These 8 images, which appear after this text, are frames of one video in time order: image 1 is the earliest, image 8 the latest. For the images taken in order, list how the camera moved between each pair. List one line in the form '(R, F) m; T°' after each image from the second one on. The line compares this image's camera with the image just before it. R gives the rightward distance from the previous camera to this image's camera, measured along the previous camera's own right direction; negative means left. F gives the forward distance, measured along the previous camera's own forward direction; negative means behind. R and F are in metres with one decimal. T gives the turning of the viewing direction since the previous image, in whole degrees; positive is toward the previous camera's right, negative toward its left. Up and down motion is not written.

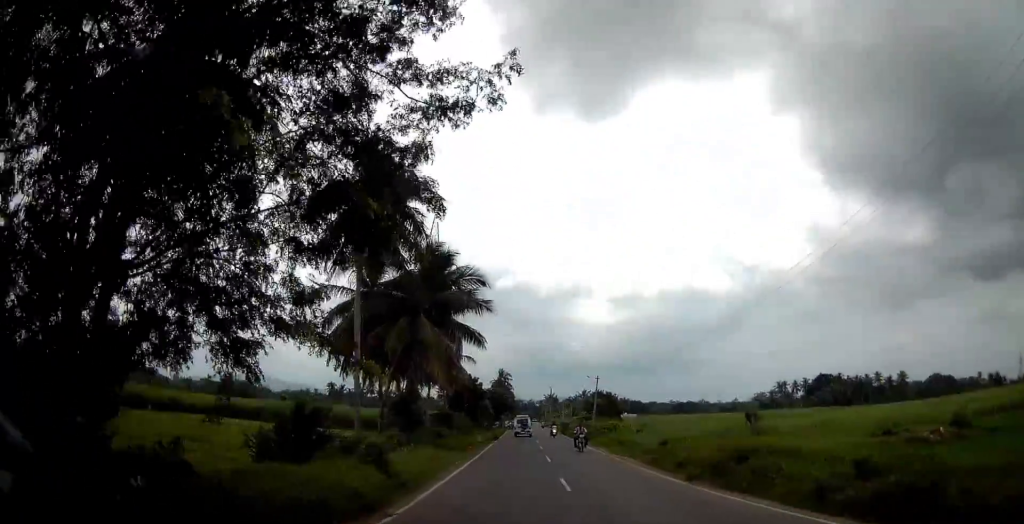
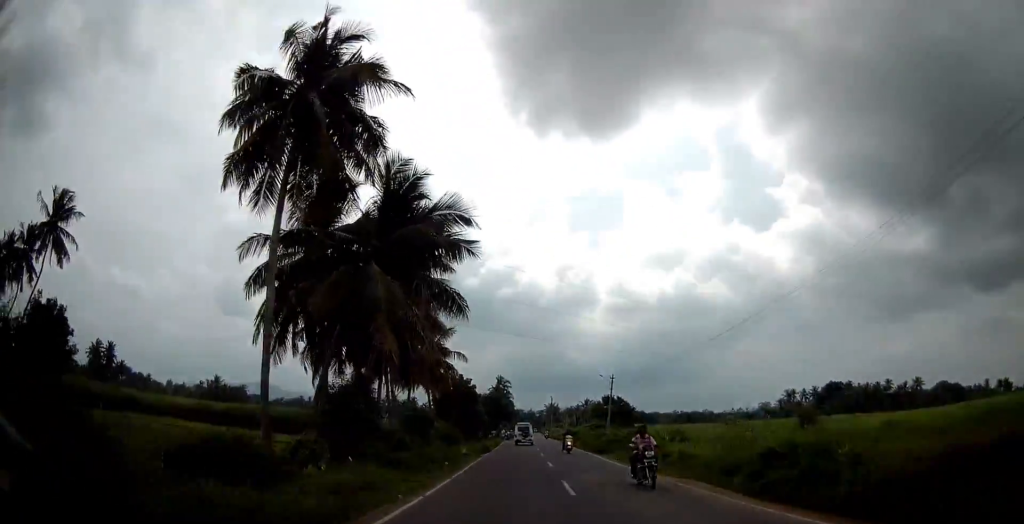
(0.0, +10.1) m; 0°
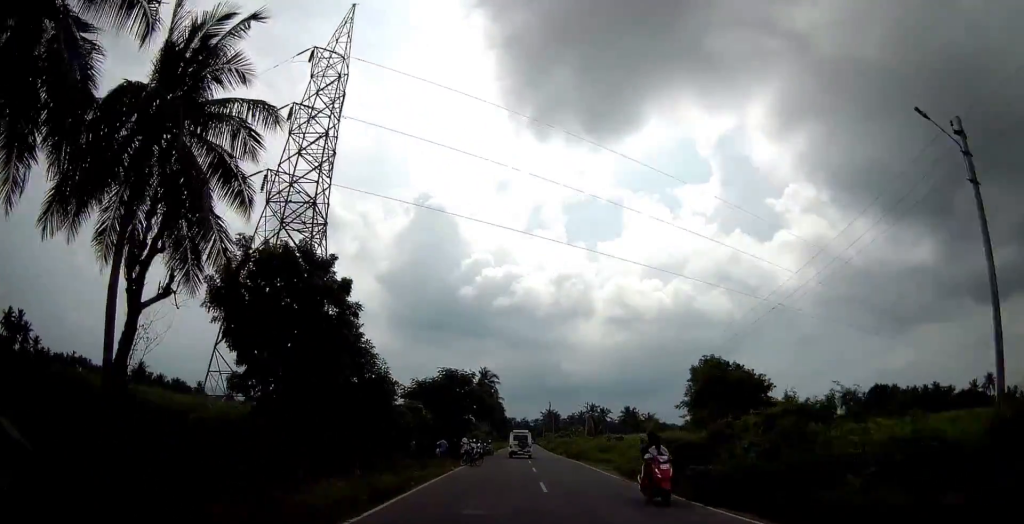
(0.0, +44.5) m; 0°
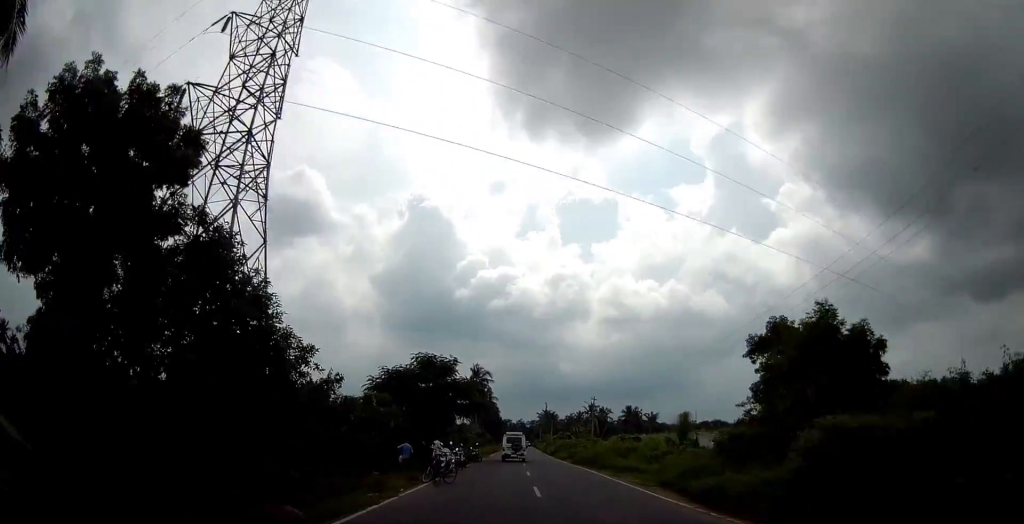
(0.0, +10.0) m; 0°
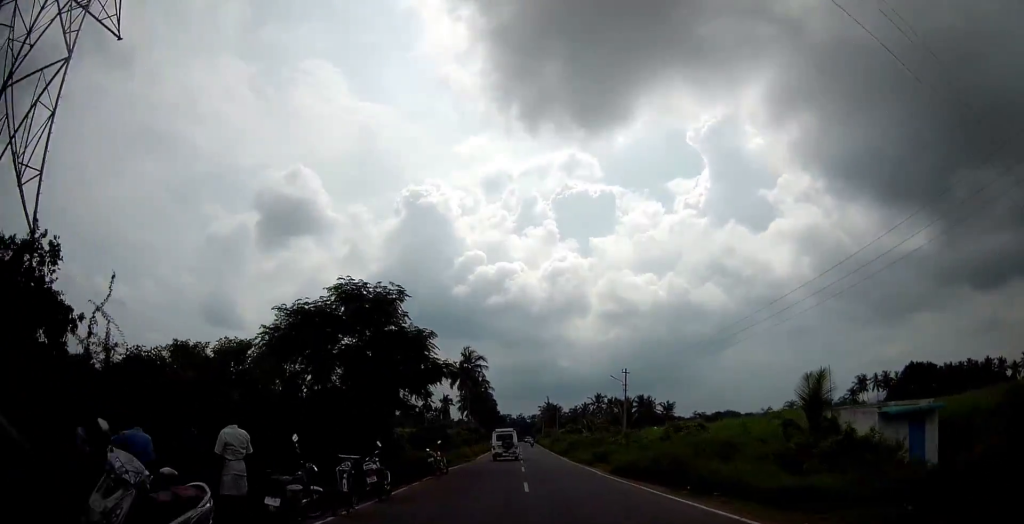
(0.0, +18.1) m; -1°
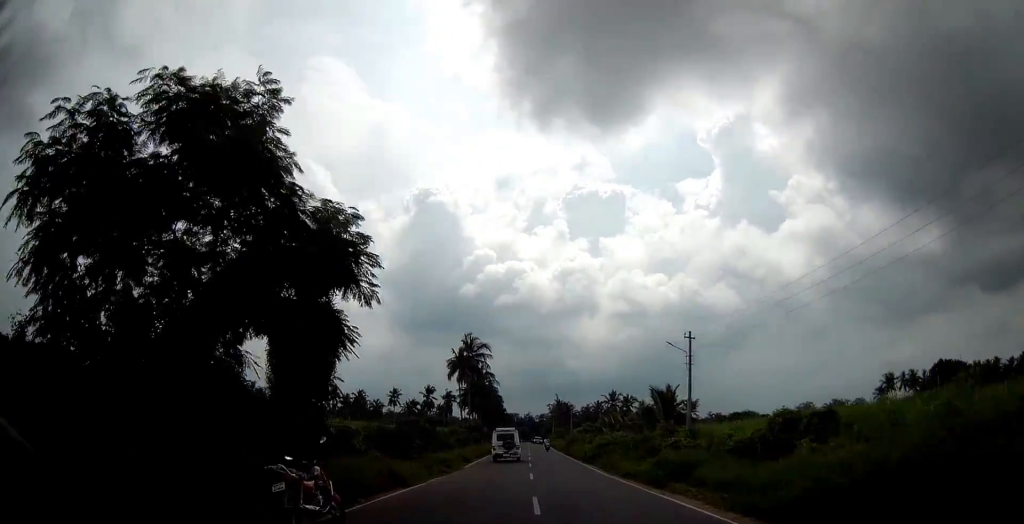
(-0.1, +13.7) m; -1°
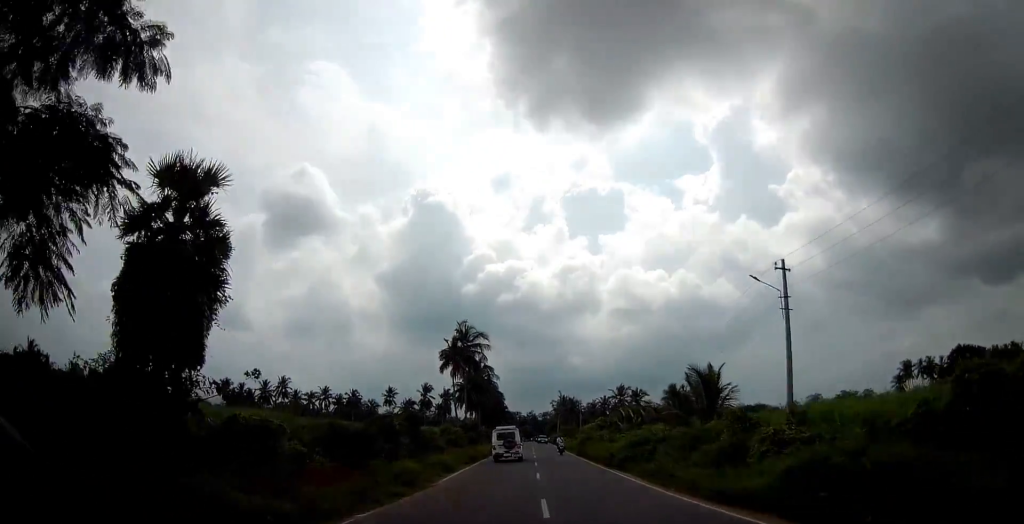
(-0.2, +10.0) m; 0°
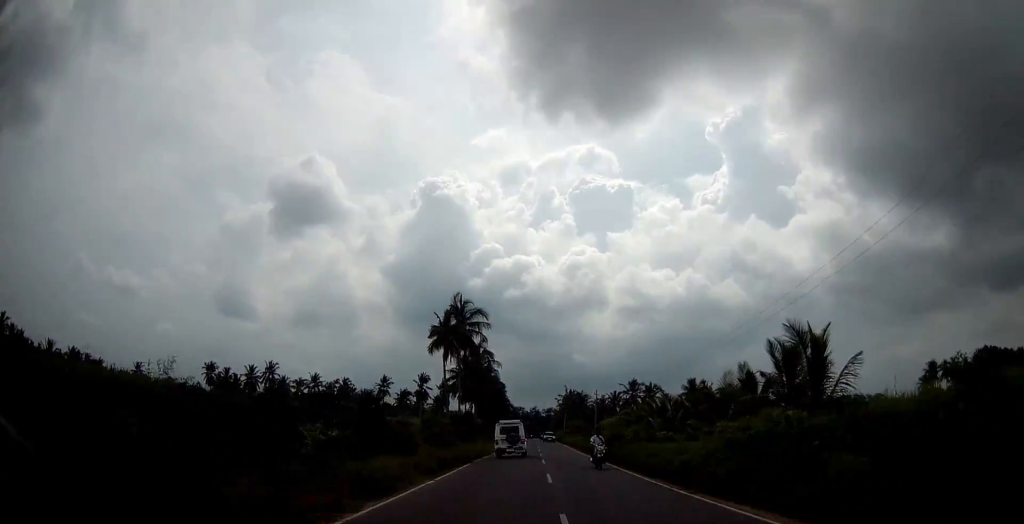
(+0.3, +12.6) m; 0°
